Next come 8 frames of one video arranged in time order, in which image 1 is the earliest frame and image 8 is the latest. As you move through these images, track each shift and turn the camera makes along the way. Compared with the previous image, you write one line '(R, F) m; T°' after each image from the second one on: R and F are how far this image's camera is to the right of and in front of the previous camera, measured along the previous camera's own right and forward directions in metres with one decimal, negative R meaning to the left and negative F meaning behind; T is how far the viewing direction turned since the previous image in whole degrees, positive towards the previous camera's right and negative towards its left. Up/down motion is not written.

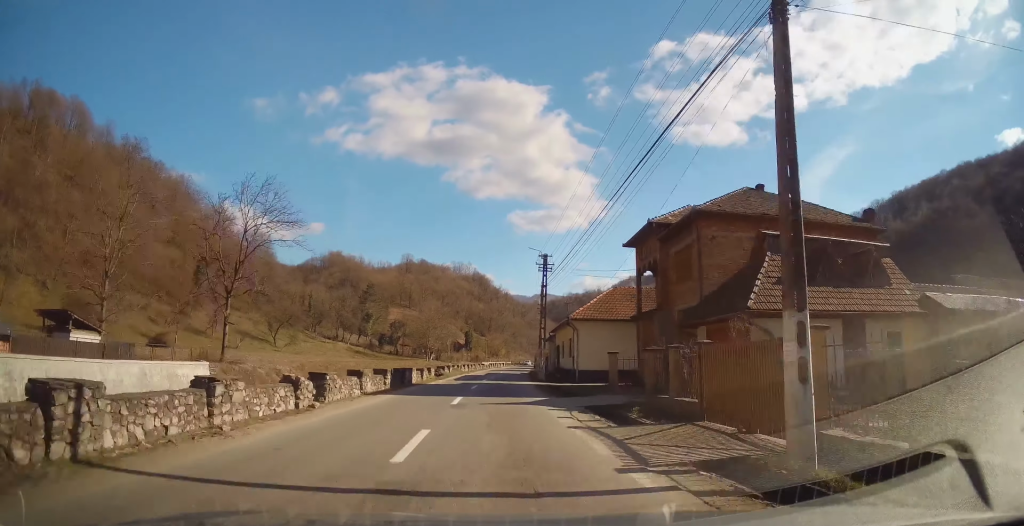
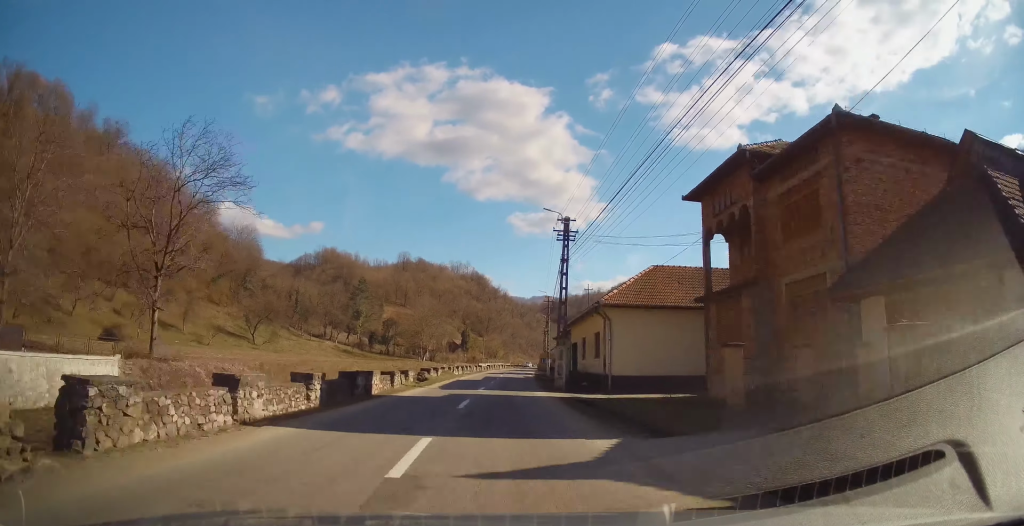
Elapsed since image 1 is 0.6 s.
(-0.3, +10.0) m; 0°
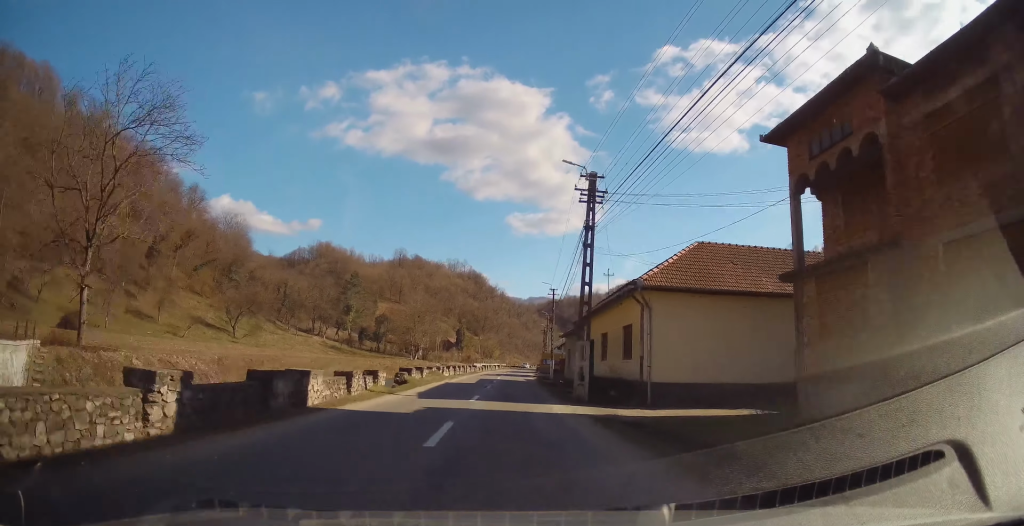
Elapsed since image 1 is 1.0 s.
(-0.3, +6.7) m; 0°
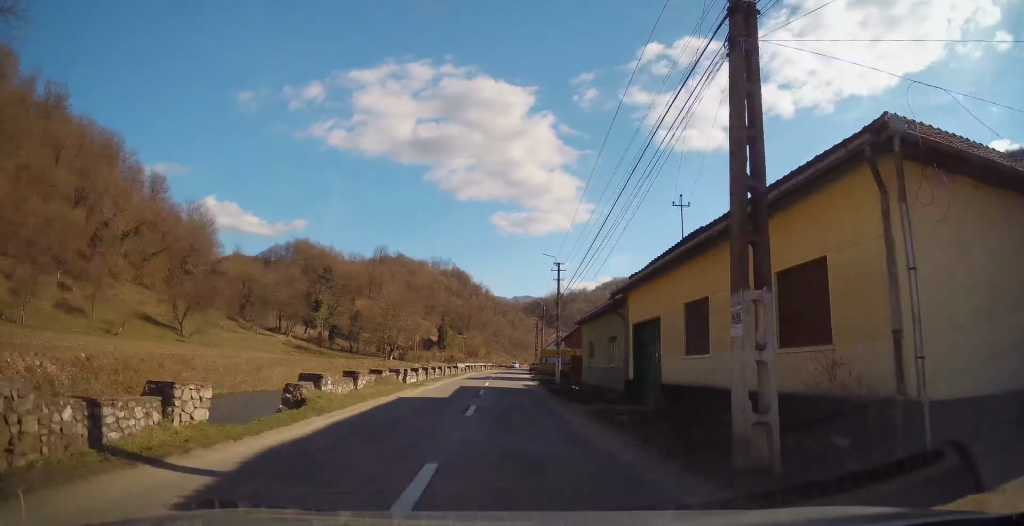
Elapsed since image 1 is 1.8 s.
(+0.5, +13.3) m; +3°
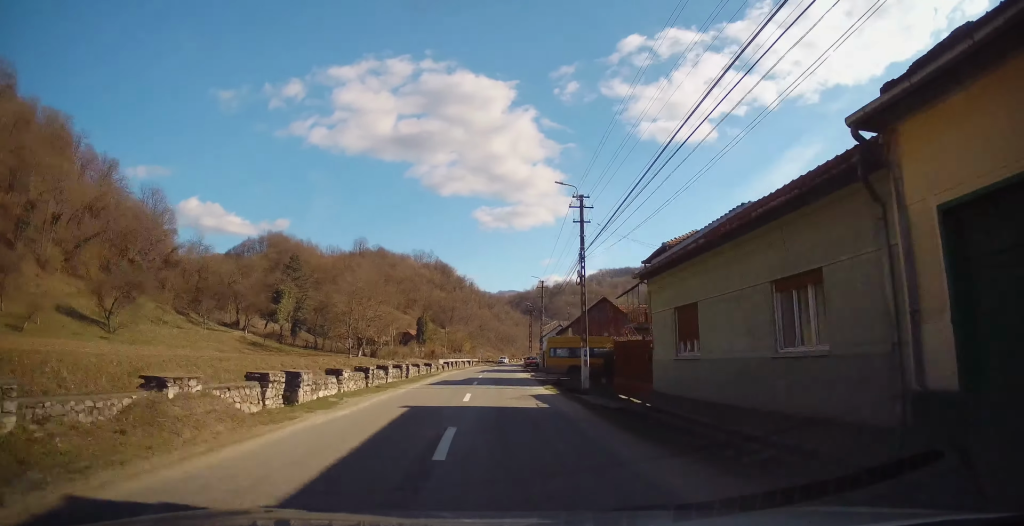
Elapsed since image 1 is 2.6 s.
(+0.5, +14.7) m; +2°
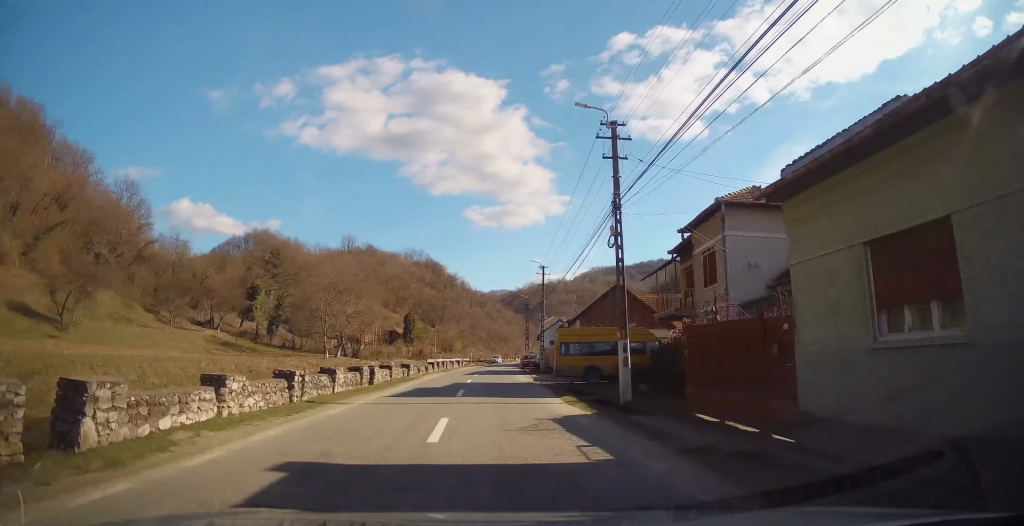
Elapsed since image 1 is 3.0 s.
(+0.3, +7.7) m; 0°
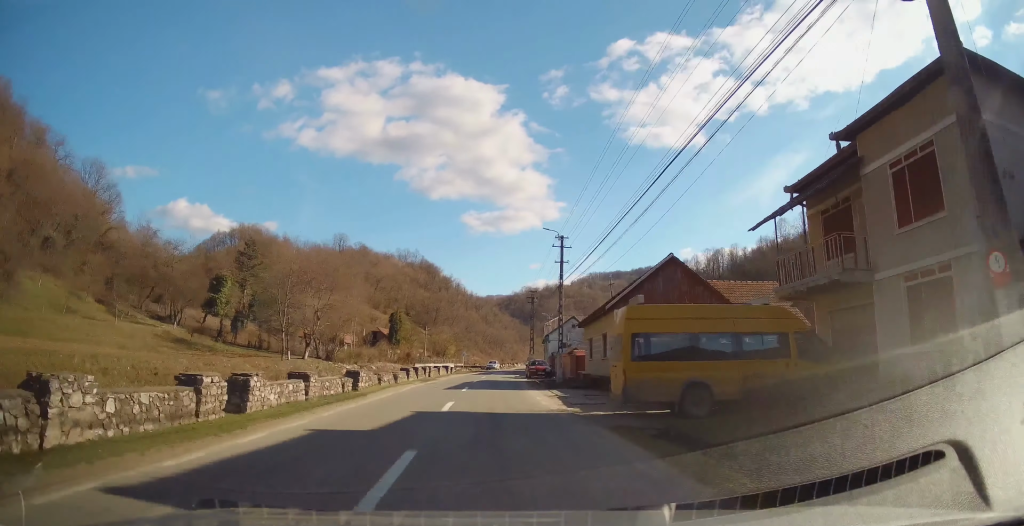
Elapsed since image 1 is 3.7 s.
(-0.3, +12.7) m; 0°
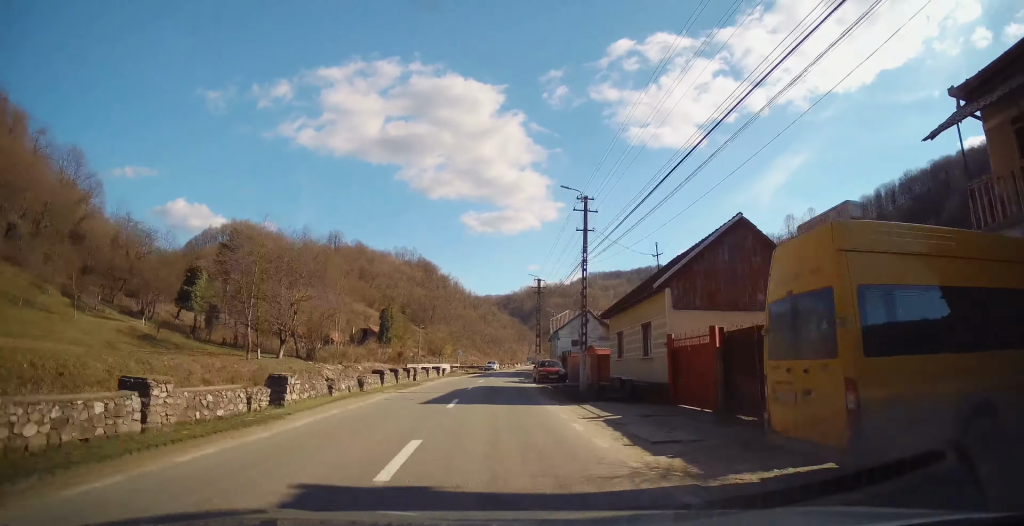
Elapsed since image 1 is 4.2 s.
(-0.2, +7.9) m; 0°
